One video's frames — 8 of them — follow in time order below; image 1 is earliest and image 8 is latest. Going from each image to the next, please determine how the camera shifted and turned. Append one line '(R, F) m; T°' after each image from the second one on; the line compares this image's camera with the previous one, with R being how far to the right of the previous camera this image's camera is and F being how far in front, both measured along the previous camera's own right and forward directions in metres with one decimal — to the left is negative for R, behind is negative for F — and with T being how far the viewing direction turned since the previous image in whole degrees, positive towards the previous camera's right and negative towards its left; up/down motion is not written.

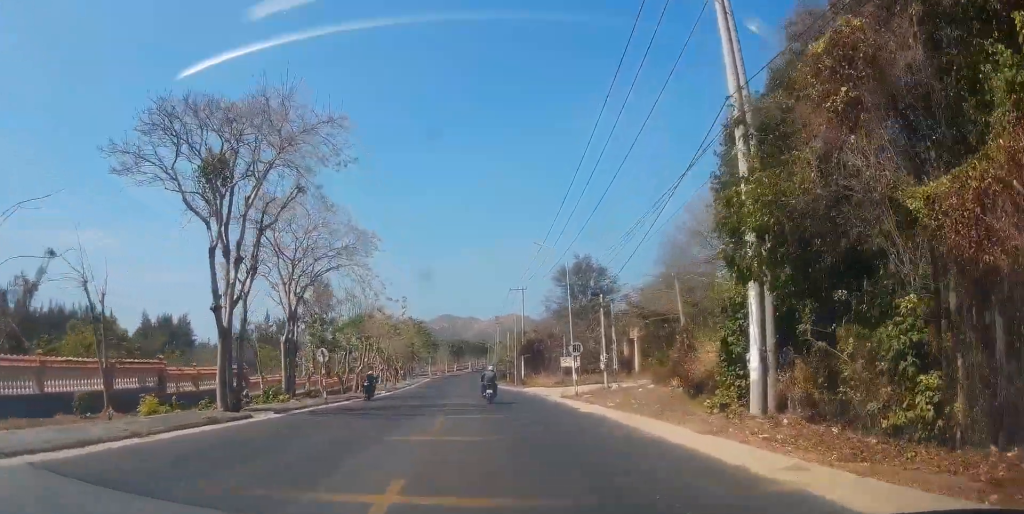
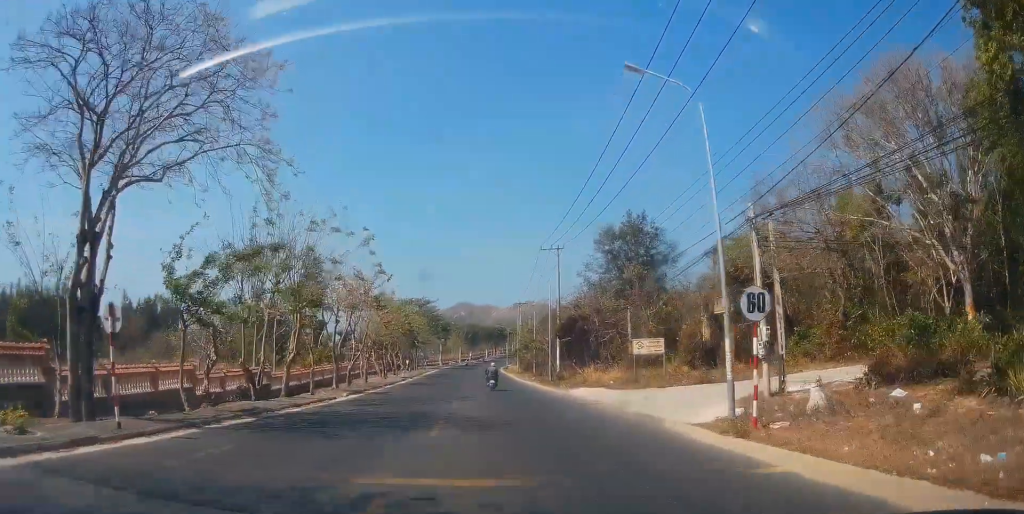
(0.0, +21.2) m; +2°
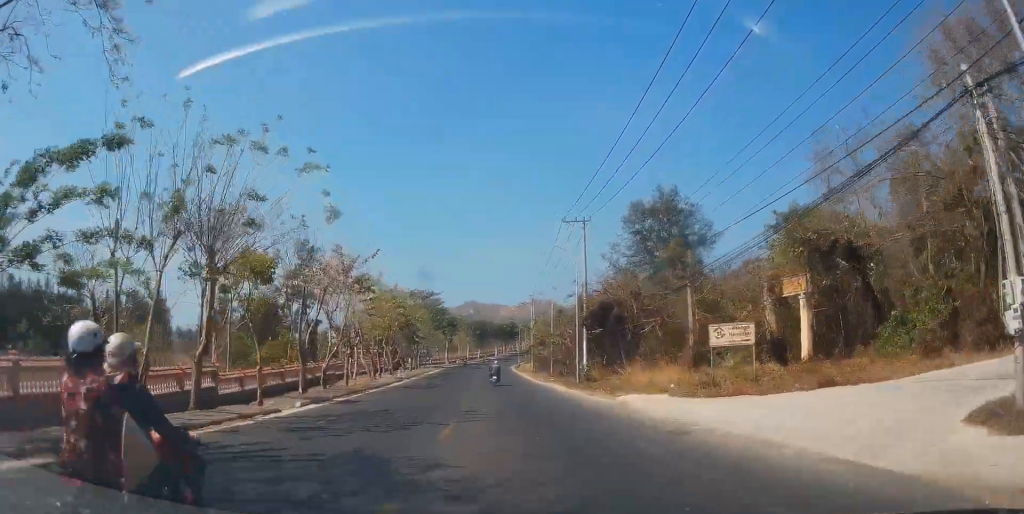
(-0.4, +10.1) m; -2°
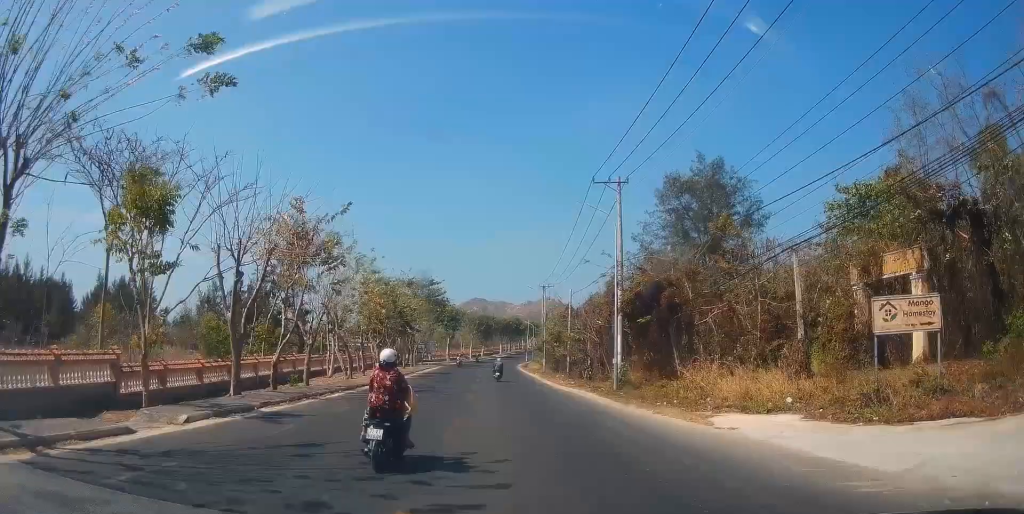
(0.0, +10.0) m; -2°
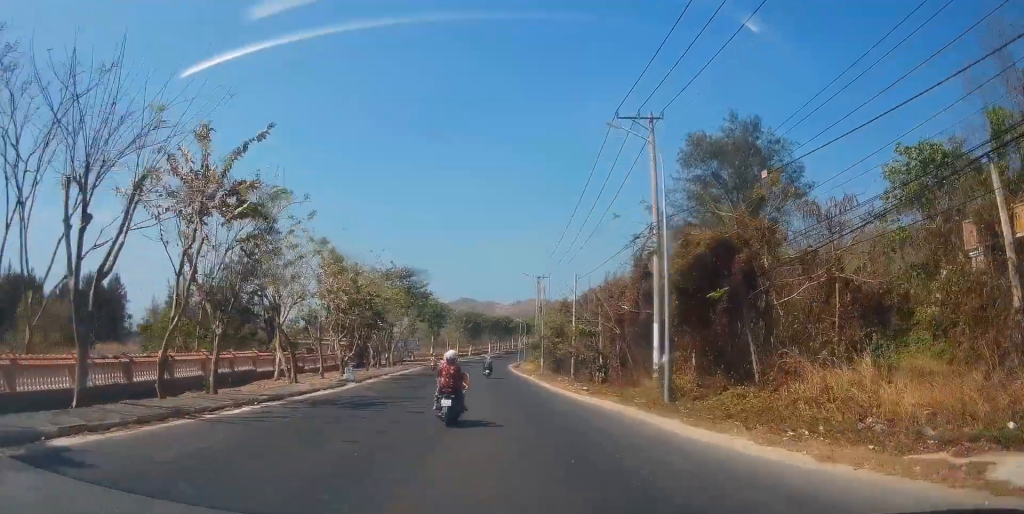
(-0.3, +9.7) m; 0°
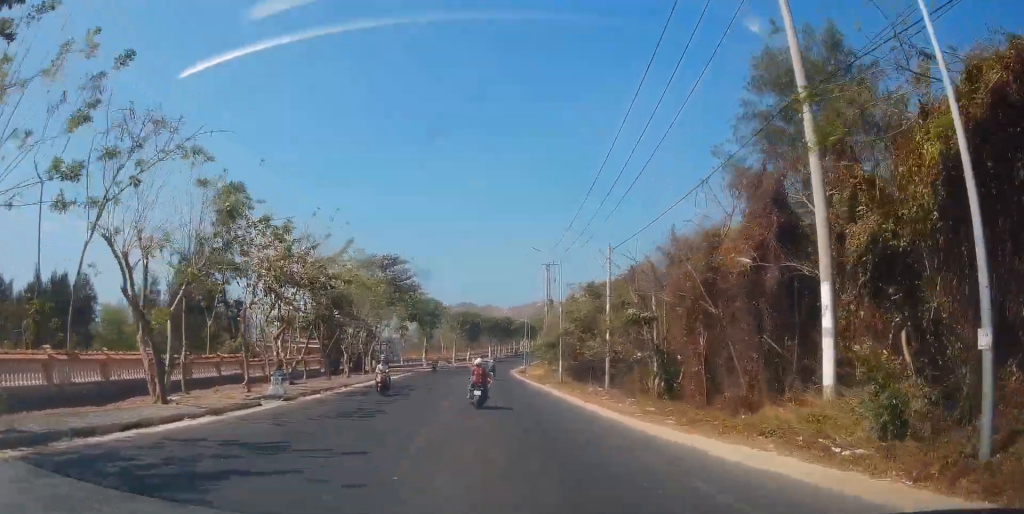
(+0.2, +13.3) m; 0°
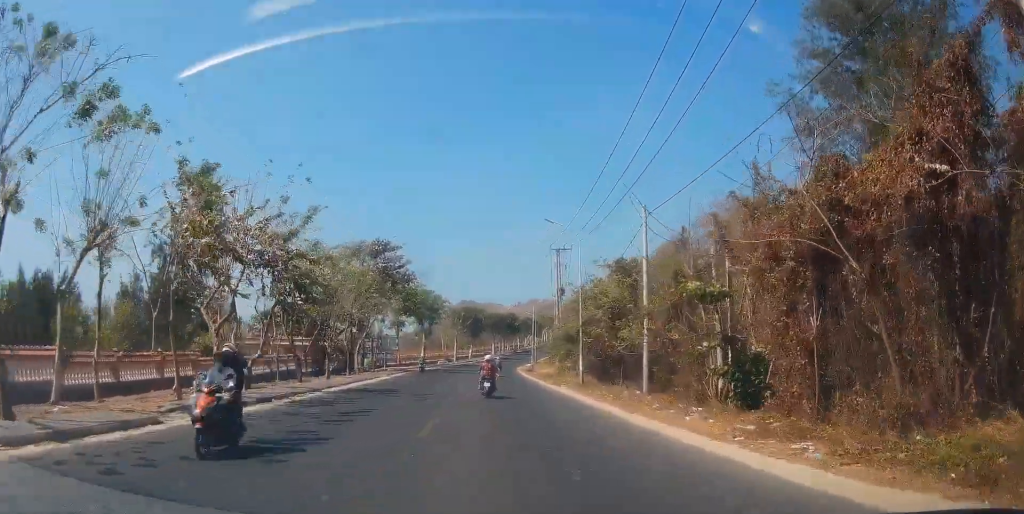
(-0.2, +7.4) m; 0°
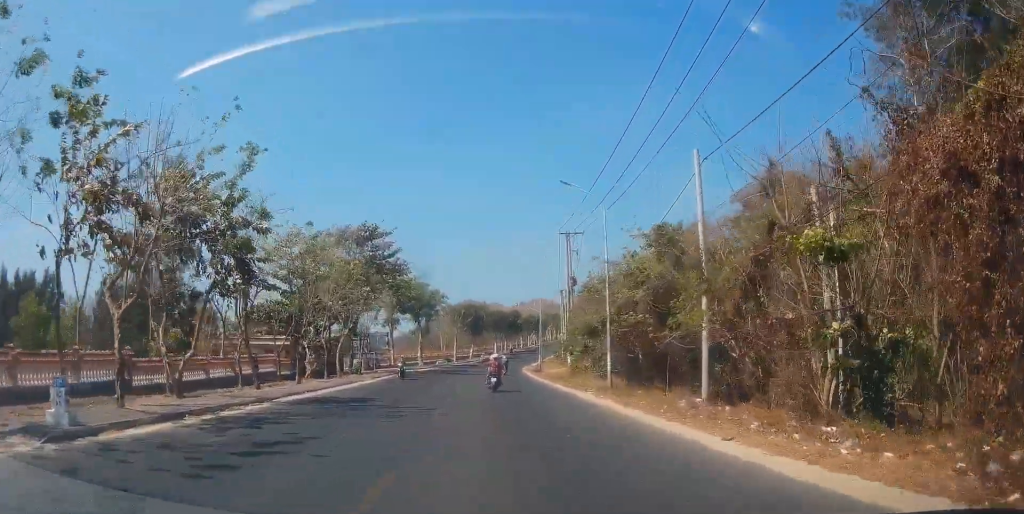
(-0.1, +7.0) m; +1°
